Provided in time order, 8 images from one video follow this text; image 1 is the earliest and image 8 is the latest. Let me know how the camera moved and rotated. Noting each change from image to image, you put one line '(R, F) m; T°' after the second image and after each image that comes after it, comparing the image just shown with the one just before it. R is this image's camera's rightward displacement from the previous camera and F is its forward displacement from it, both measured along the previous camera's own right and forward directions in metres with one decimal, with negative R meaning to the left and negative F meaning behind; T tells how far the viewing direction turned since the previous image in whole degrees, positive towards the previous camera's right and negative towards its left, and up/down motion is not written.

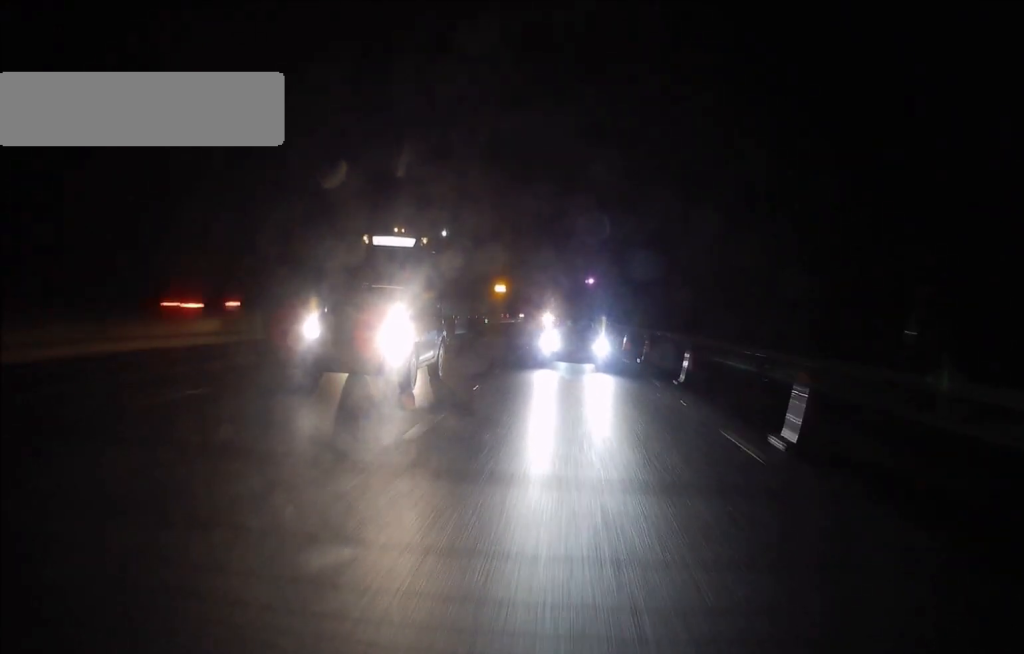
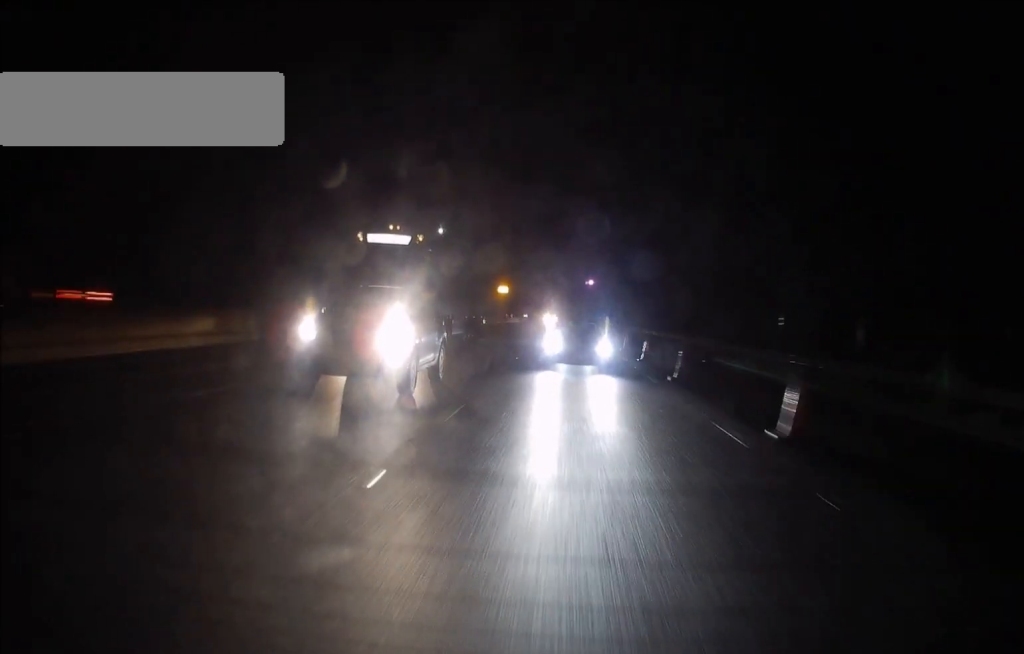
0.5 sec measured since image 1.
(+0.2, +10.0) m; 0°
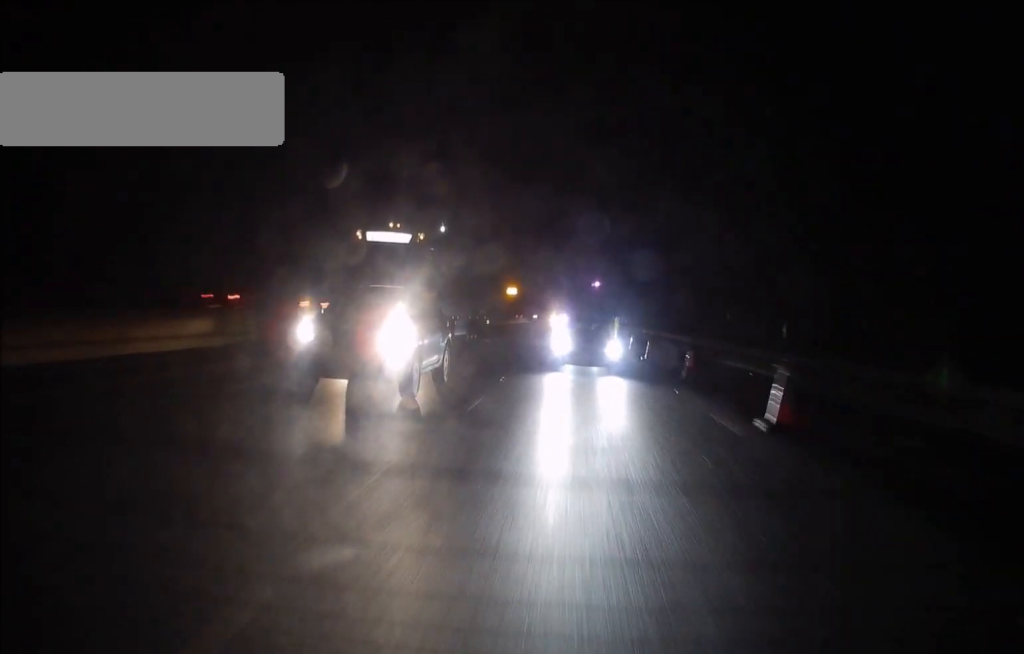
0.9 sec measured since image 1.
(+0.1, +10.0) m; 0°
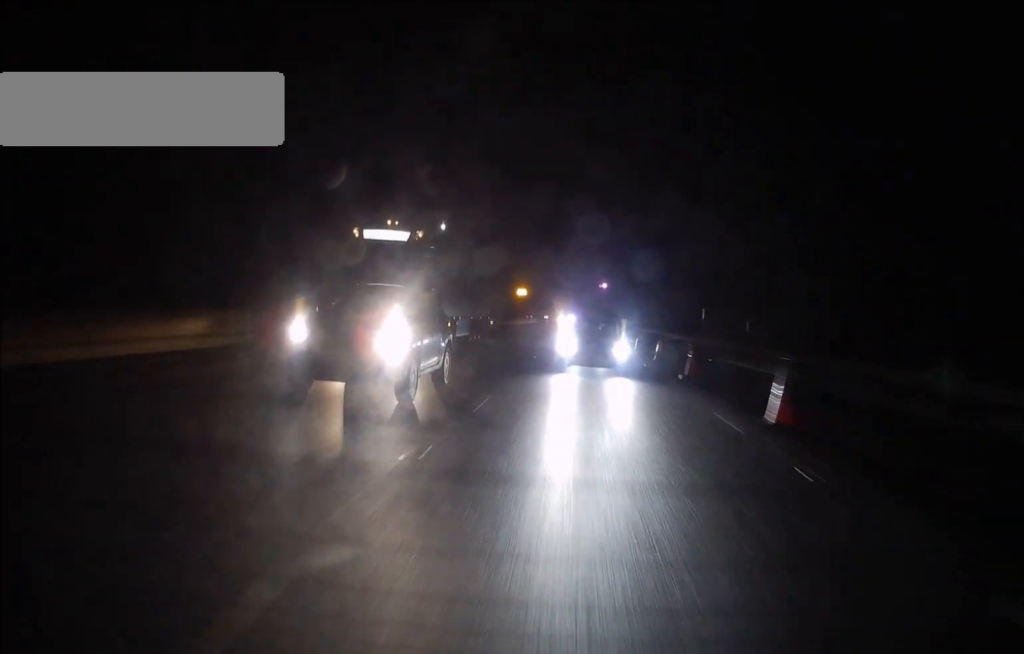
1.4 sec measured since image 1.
(-0.2, +9.2) m; 0°
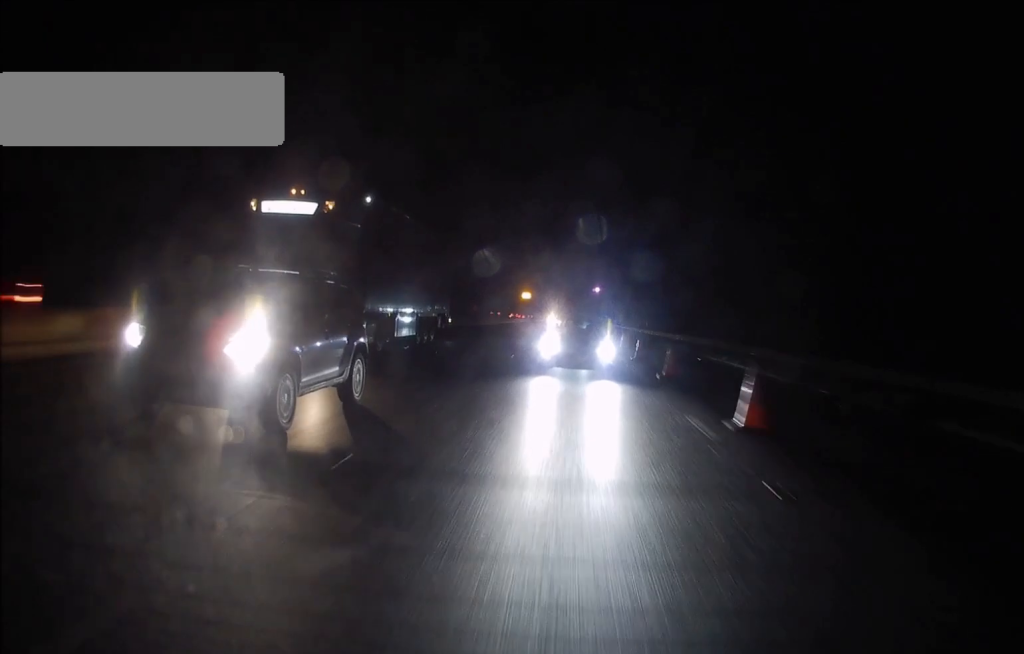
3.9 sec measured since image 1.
(-0.2, +53.4) m; -1°
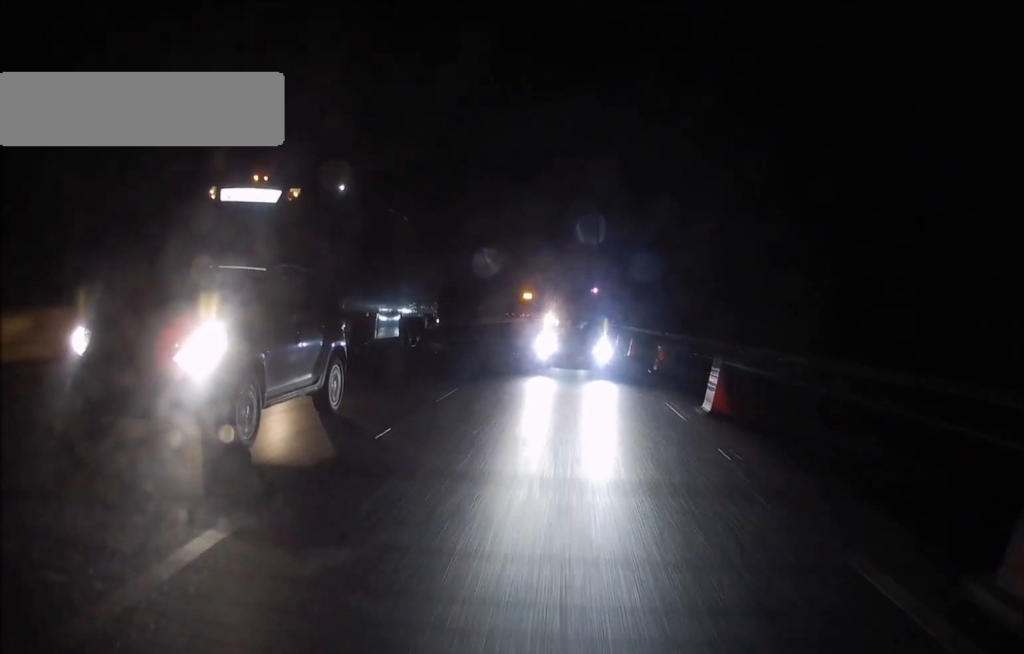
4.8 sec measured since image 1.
(0.0, +20.4) m; 0°
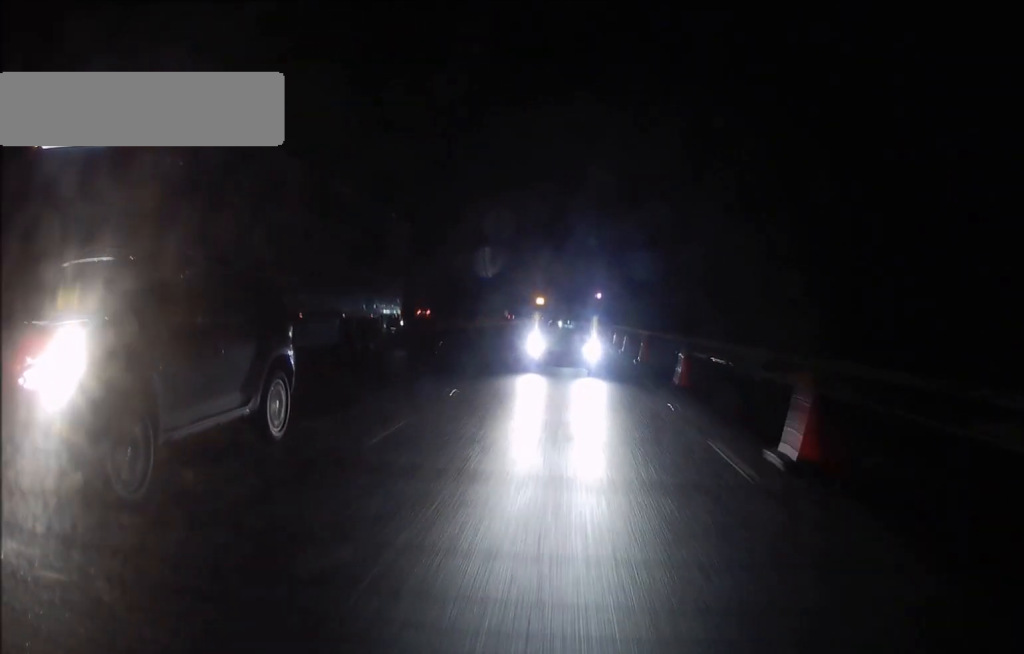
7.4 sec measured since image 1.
(+0.1, +58.2) m; 0°
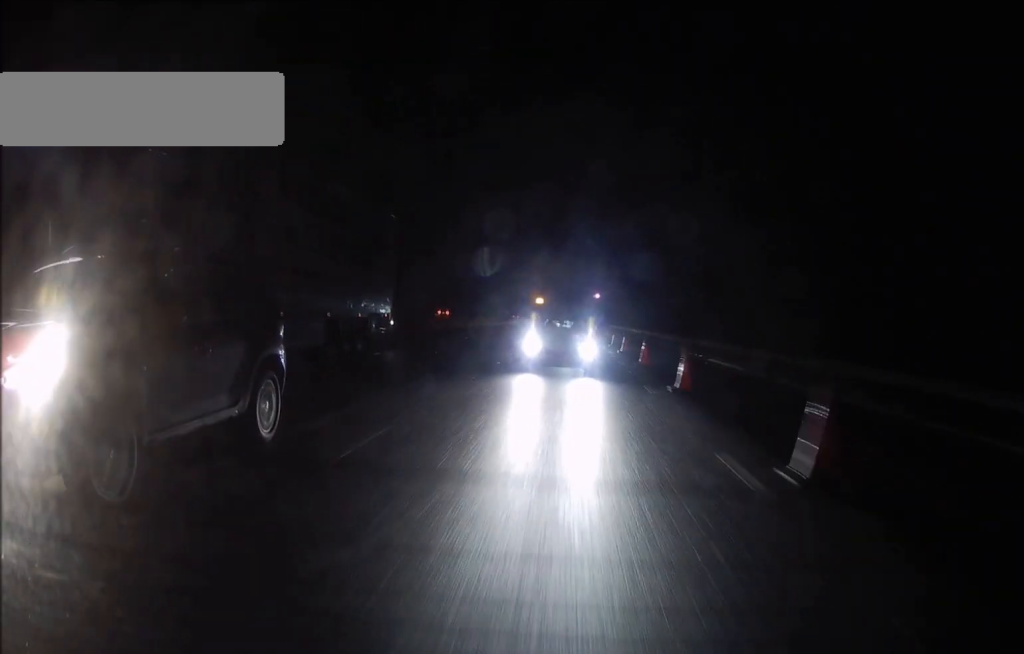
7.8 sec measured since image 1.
(0.0, +8.8) m; 0°
